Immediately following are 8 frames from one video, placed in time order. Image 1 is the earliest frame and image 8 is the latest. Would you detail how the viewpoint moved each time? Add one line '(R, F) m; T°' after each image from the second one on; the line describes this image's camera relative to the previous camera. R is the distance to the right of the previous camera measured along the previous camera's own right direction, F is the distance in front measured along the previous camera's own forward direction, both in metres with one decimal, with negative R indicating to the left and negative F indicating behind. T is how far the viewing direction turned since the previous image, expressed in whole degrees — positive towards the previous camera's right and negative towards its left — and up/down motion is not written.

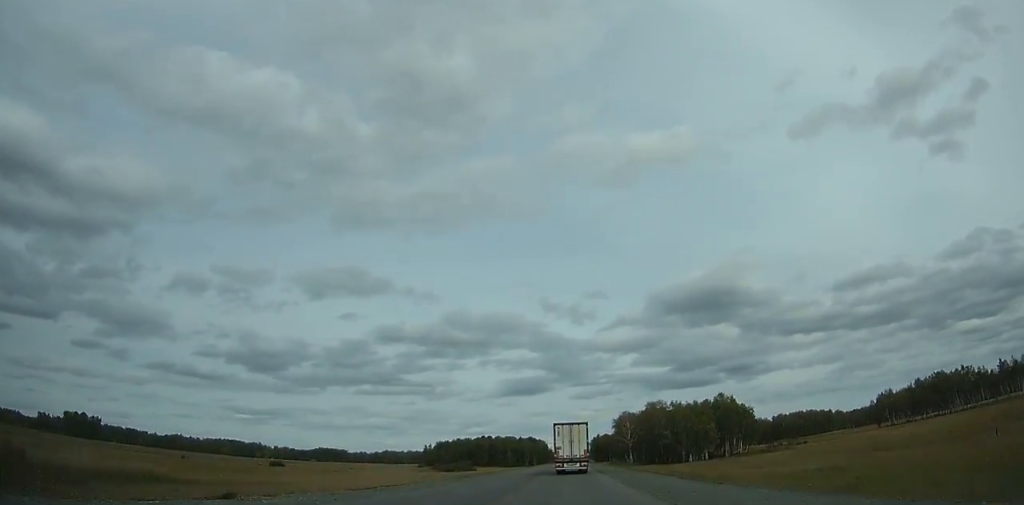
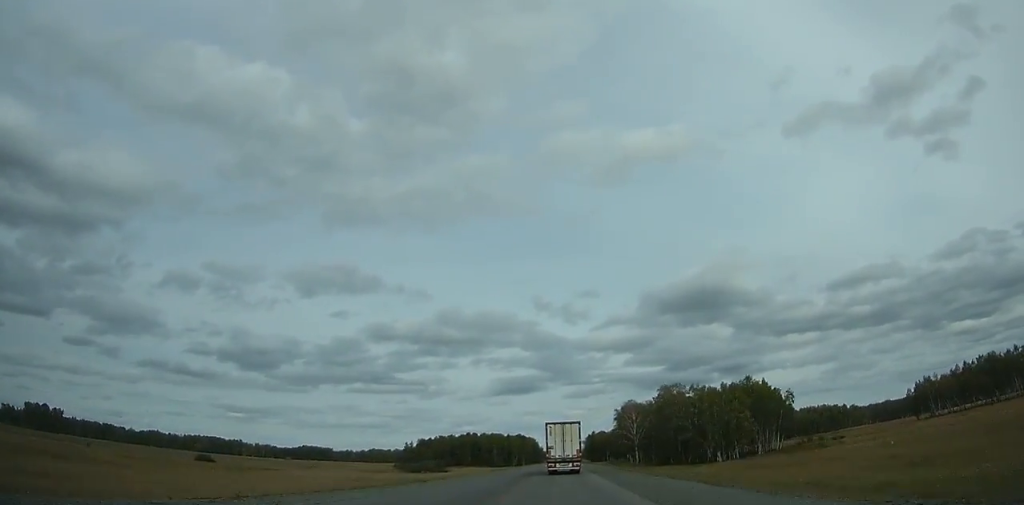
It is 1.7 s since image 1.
(+0.1, +35.1) m; 0°
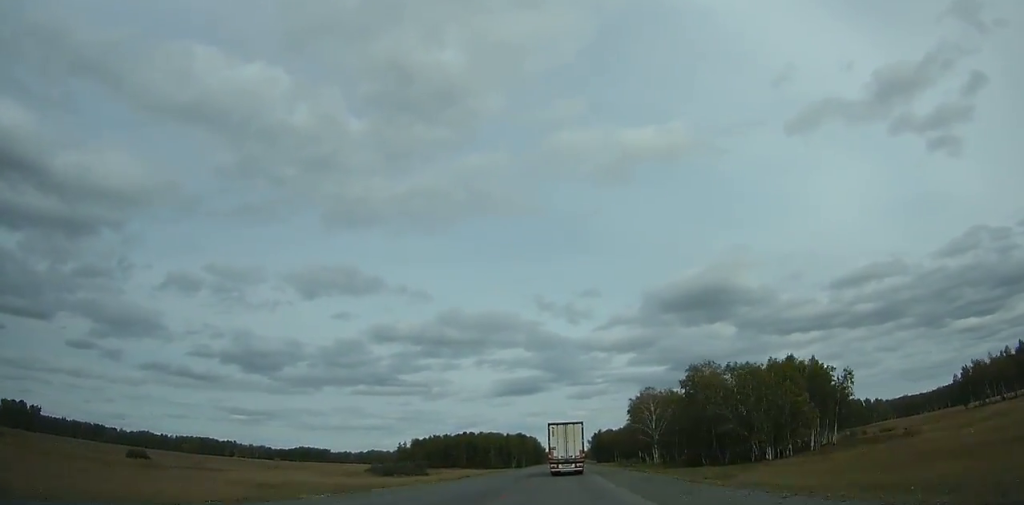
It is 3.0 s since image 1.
(0.0, +26.8) m; 0°
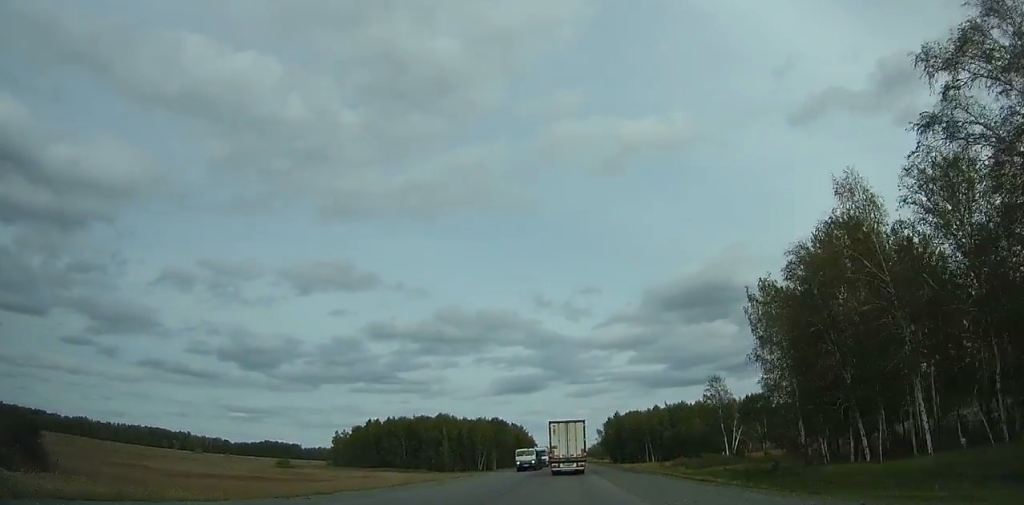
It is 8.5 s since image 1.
(+0.2, +112.9) m; 0°
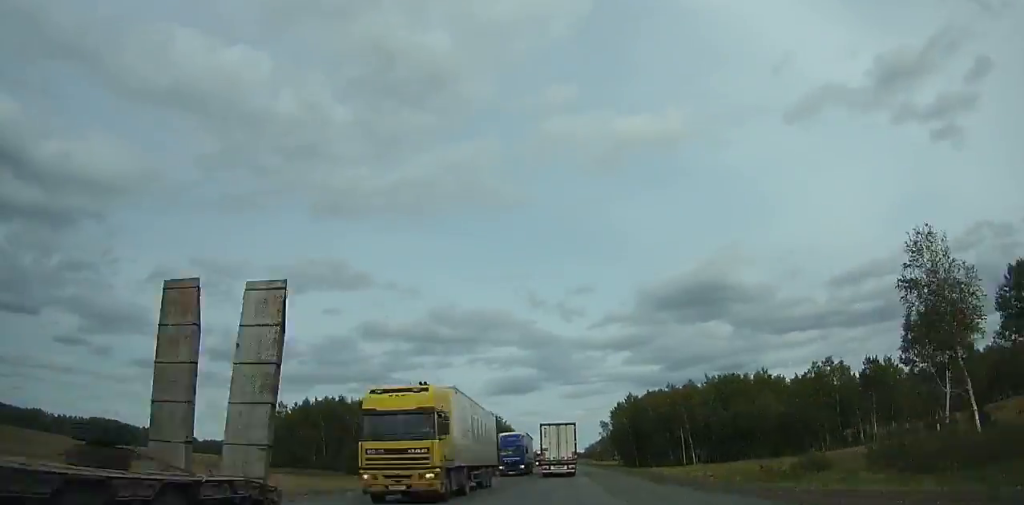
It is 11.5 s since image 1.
(0.0, +61.7) m; 0°
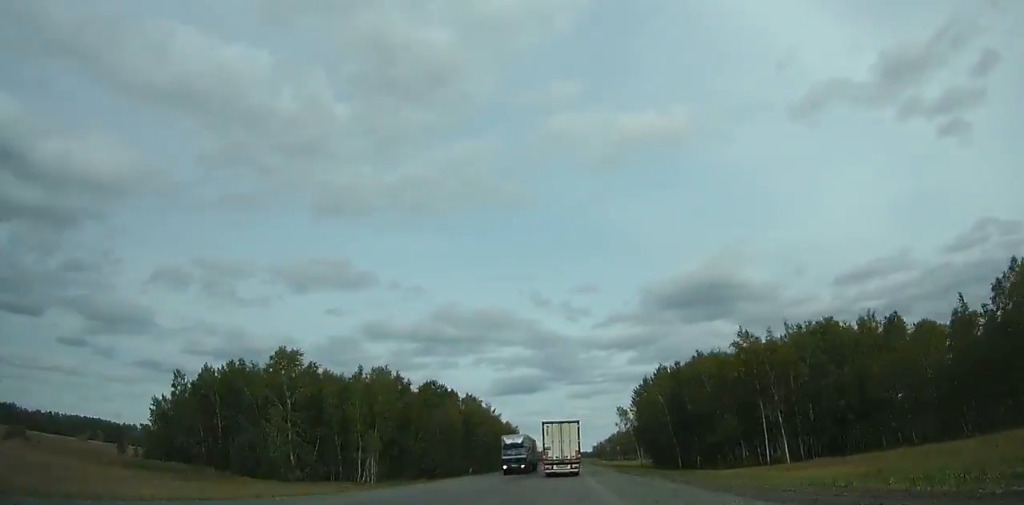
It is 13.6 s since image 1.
(0.0, +43.5) m; 0°
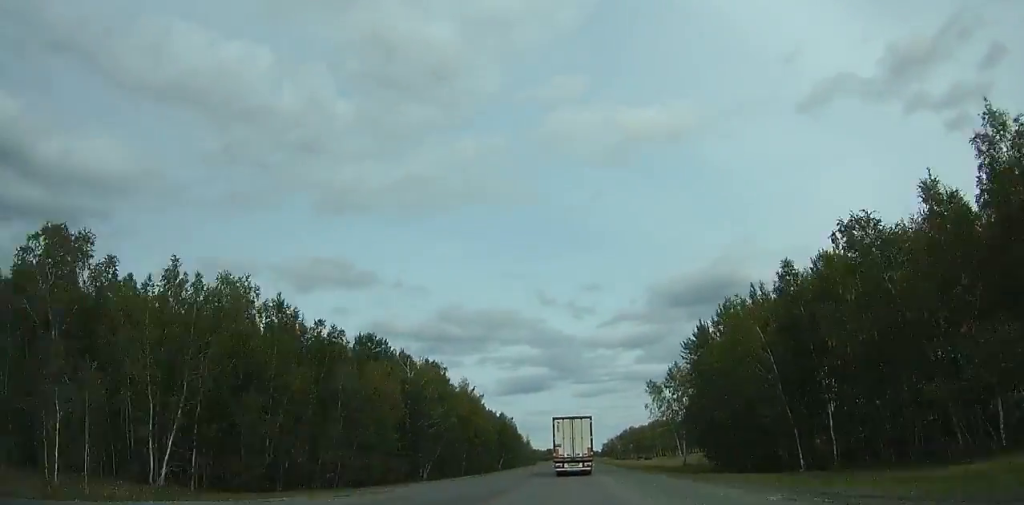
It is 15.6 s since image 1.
(0.0, +41.5) m; 0°
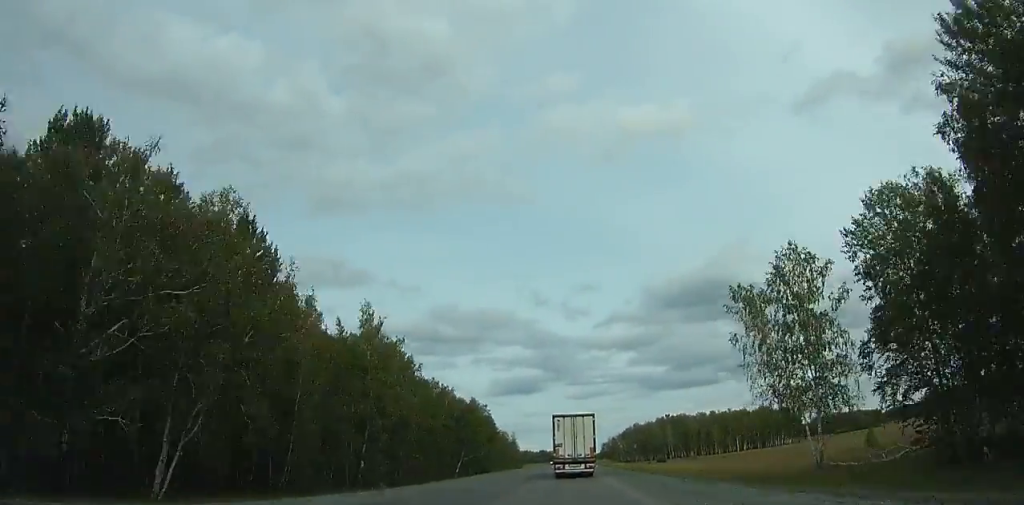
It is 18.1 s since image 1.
(-0.3, +52.1) m; 0°
